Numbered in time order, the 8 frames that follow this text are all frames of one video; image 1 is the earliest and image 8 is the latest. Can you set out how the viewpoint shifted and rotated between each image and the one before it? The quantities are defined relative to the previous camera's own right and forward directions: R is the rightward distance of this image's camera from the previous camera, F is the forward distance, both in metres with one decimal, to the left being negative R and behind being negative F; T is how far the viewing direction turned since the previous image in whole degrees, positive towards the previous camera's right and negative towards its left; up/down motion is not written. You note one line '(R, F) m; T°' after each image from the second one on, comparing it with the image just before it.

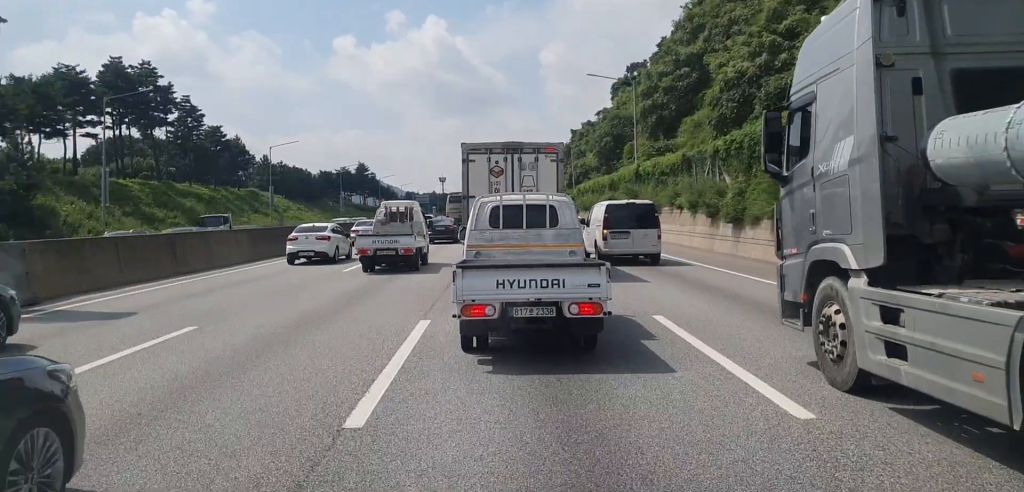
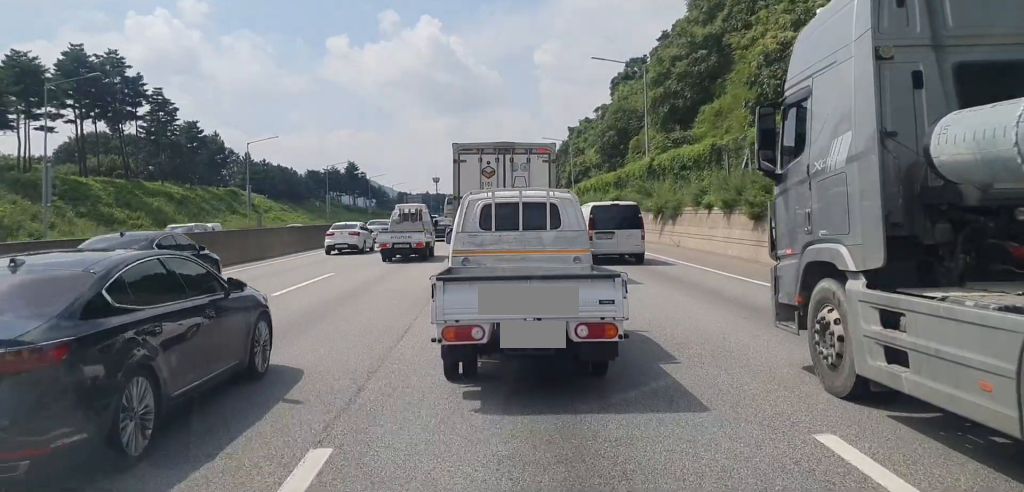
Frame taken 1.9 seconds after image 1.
(0.0, +6.5) m; 0°
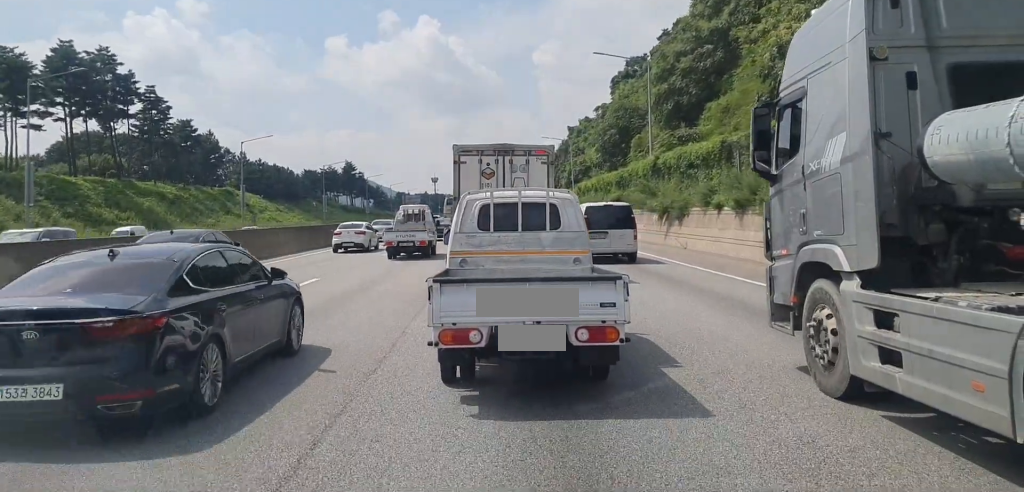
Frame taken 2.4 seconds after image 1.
(0.0, +1.9) m; 0°
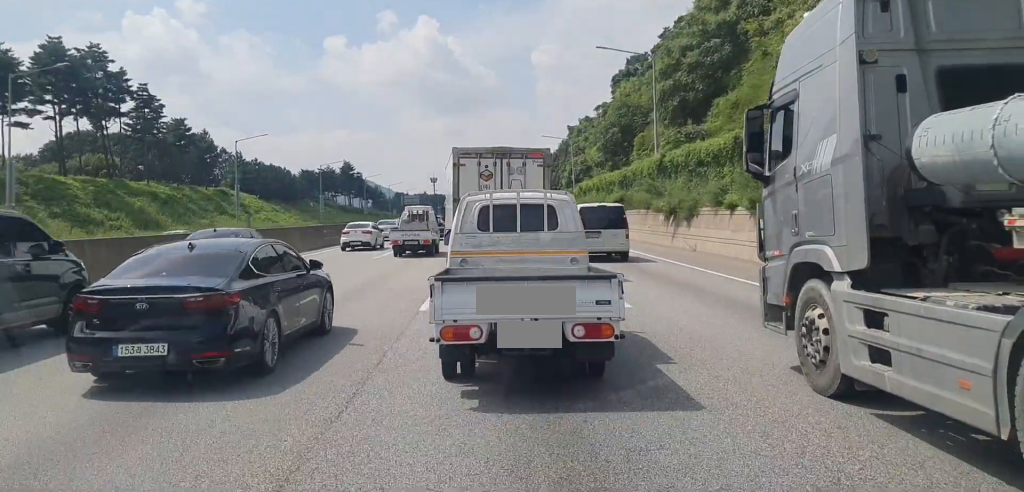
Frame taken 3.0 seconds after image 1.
(0.0, +2.0) m; 0°
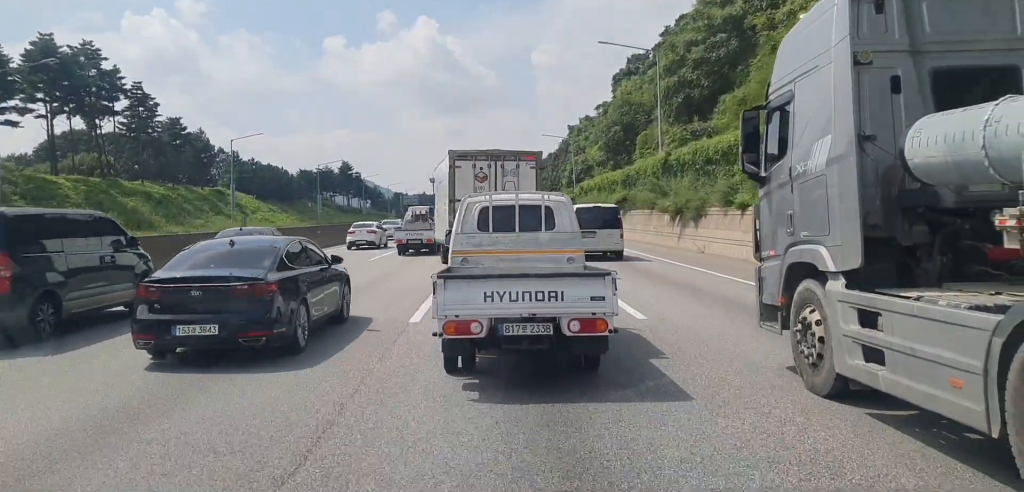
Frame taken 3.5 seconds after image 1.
(0.0, +1.4) m; 0°
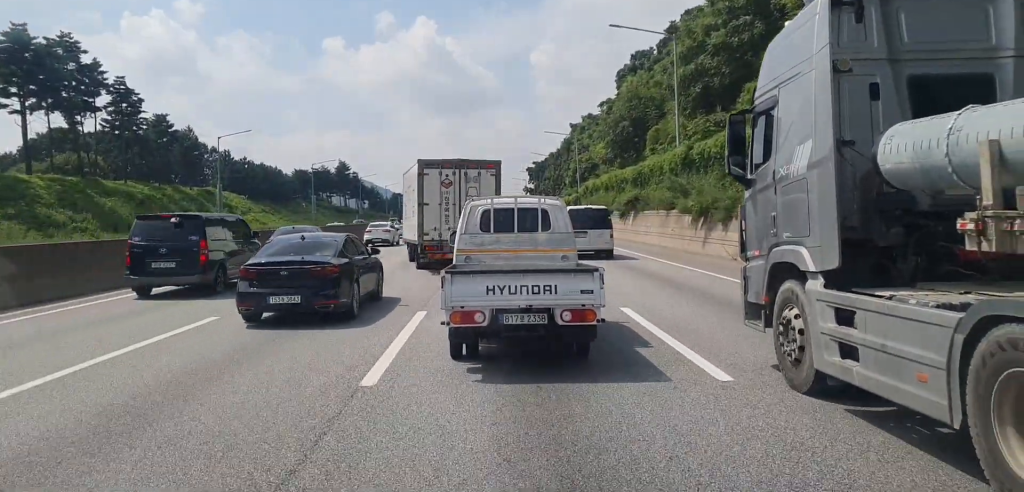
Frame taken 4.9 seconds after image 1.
(0.0, +4.8) m; 0°
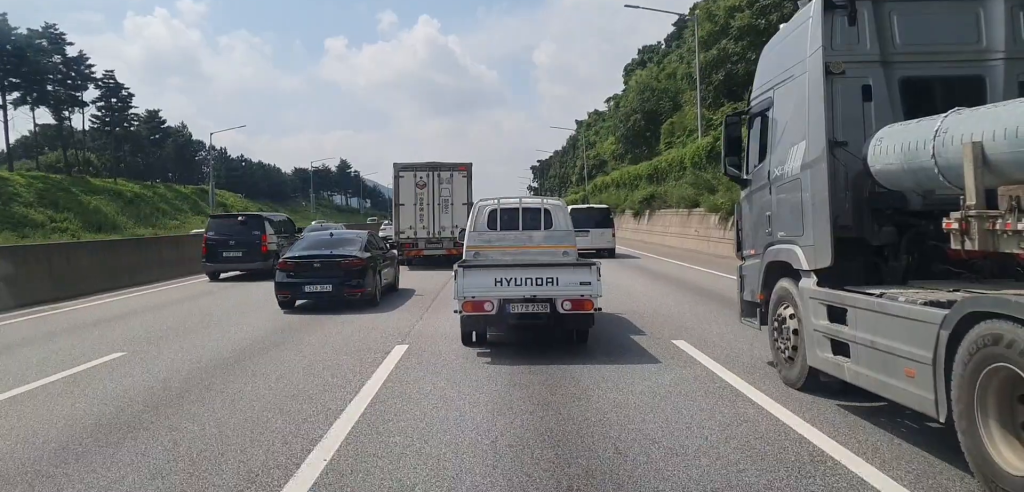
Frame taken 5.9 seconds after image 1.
(0.0, +3.8) m; 0°
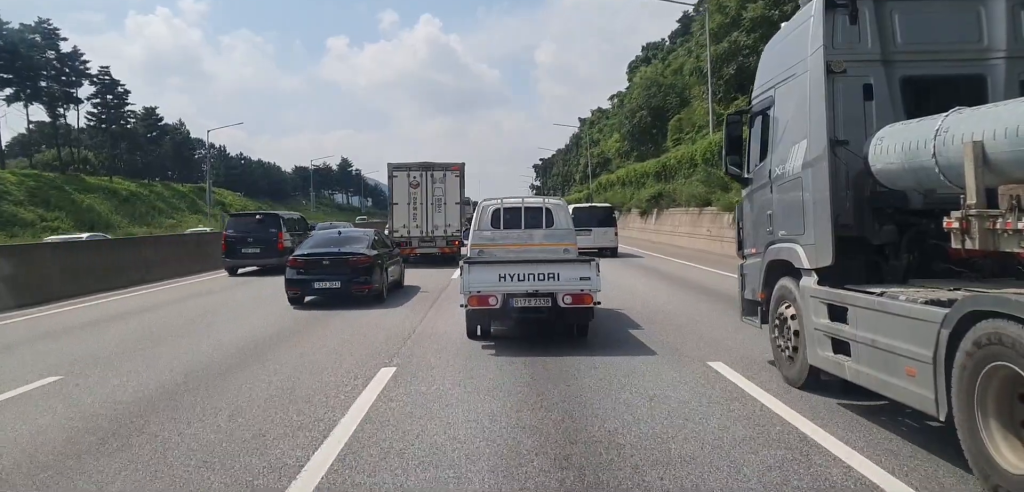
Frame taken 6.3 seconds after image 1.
(0.0, +1.6) m; 0°
